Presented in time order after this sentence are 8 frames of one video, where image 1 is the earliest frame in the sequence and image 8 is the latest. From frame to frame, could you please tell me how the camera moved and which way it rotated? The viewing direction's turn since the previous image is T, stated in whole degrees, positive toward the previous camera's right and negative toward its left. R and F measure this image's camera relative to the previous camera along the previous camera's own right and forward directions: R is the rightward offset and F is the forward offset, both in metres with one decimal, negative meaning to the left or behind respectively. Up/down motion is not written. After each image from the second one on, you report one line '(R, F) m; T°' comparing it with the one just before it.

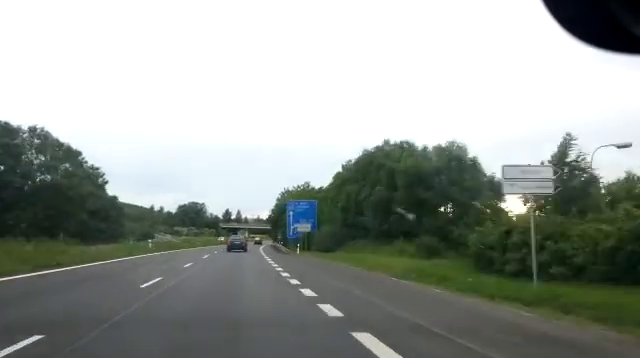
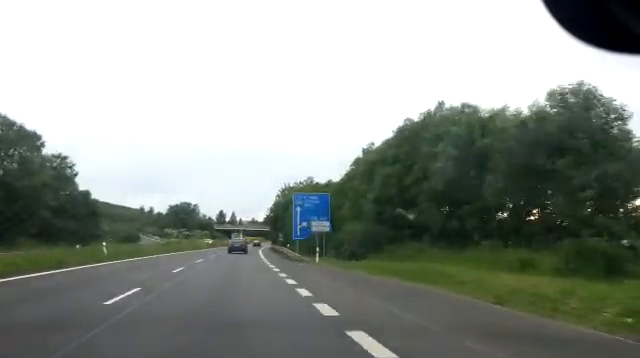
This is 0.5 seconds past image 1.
(-0.1, +11.7) m; +1°
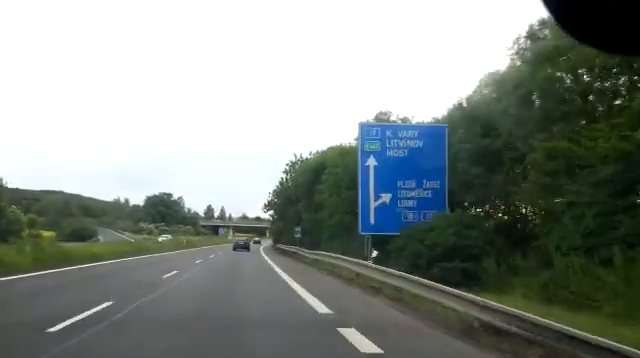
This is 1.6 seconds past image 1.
(+0.8, +29.2) m; +2°
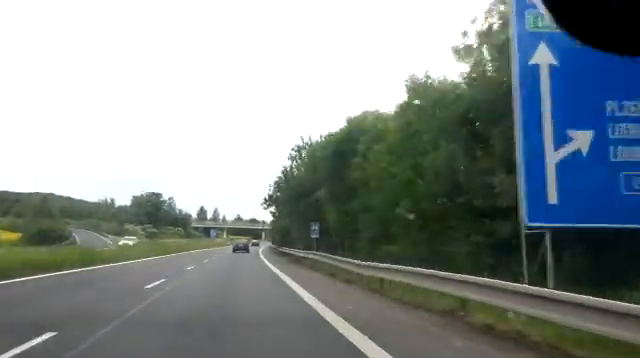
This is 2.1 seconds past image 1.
(+0.3, +11.6) m; 0°
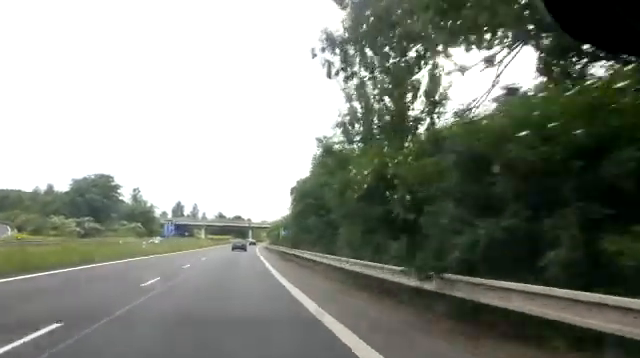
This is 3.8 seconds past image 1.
(-0.6, +42.9) m; -1°
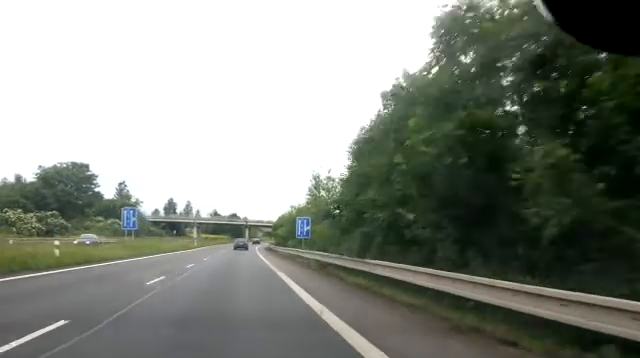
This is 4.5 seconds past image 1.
(0.0, +17.3) m; 0°
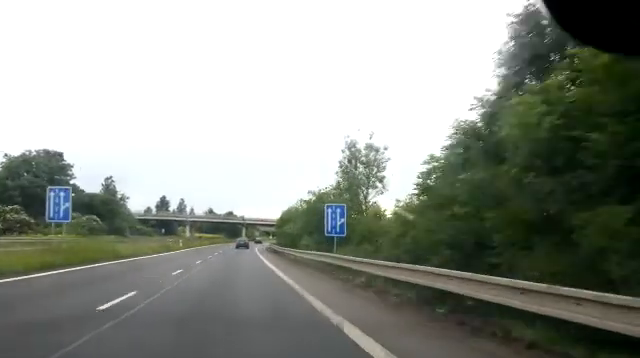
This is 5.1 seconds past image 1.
(0.0, +13.2) m; +1°
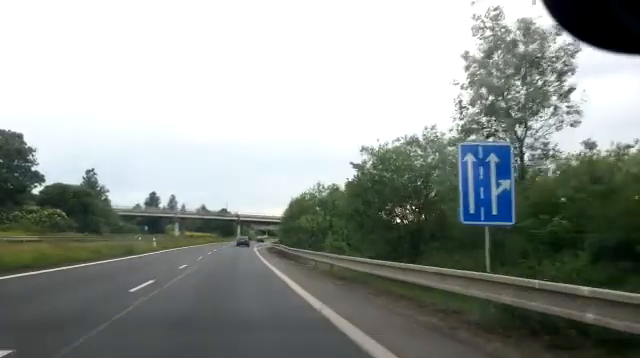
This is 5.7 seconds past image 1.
(+0.1, +14.8) m; +1°
